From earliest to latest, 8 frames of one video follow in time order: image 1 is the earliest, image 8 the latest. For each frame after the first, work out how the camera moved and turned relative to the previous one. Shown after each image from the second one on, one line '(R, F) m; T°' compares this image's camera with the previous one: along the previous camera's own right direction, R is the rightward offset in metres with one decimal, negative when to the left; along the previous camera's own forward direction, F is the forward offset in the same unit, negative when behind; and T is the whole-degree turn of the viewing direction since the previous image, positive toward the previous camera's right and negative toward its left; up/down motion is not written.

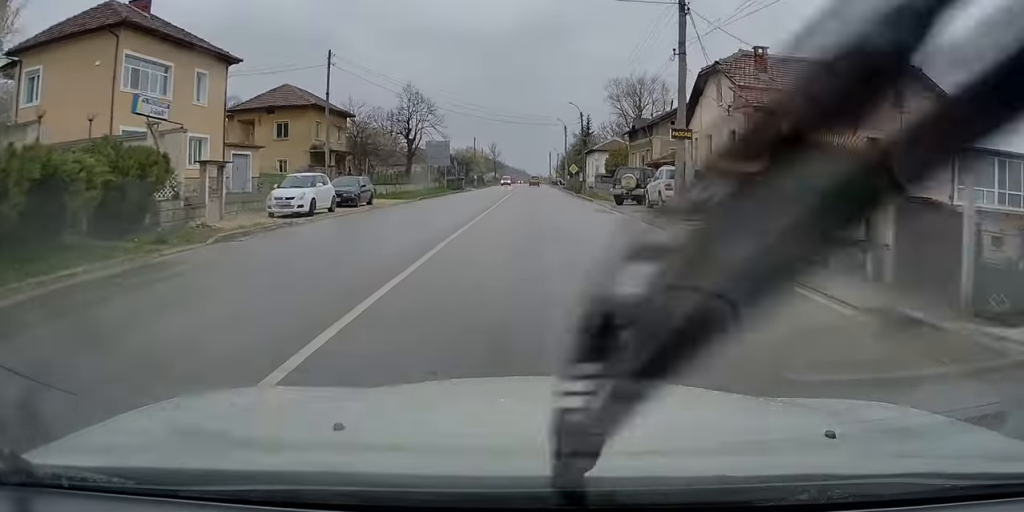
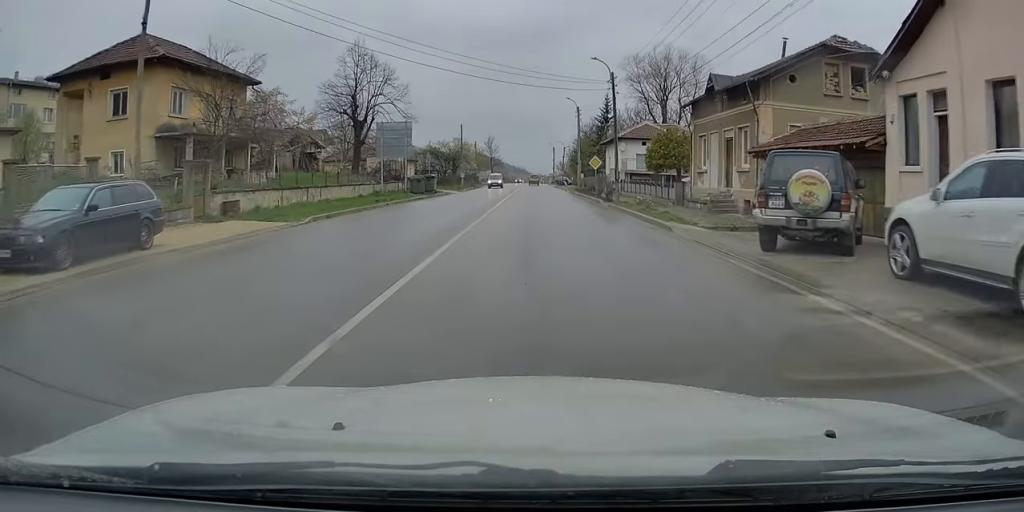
(+0.2, +20.1) m; +1°
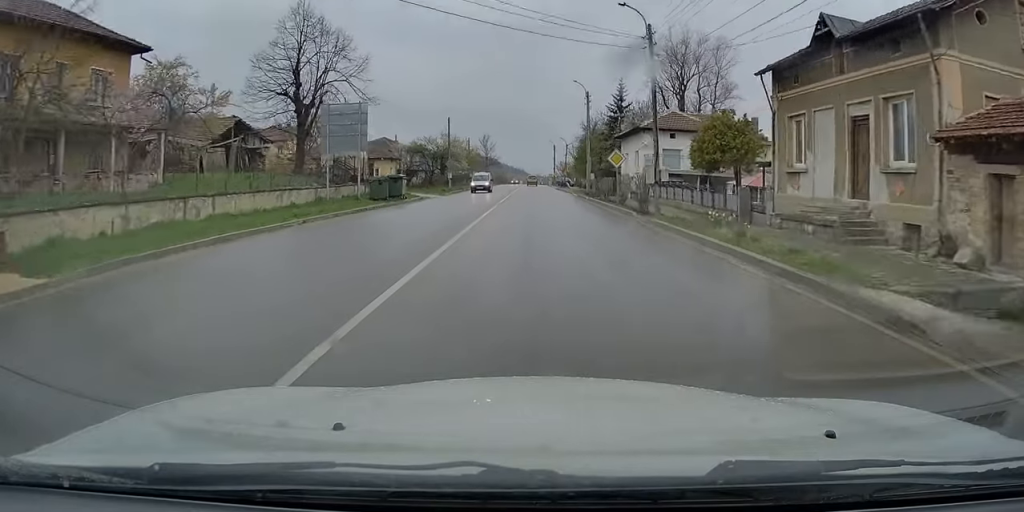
(+0.1, +11.2) m; 0°
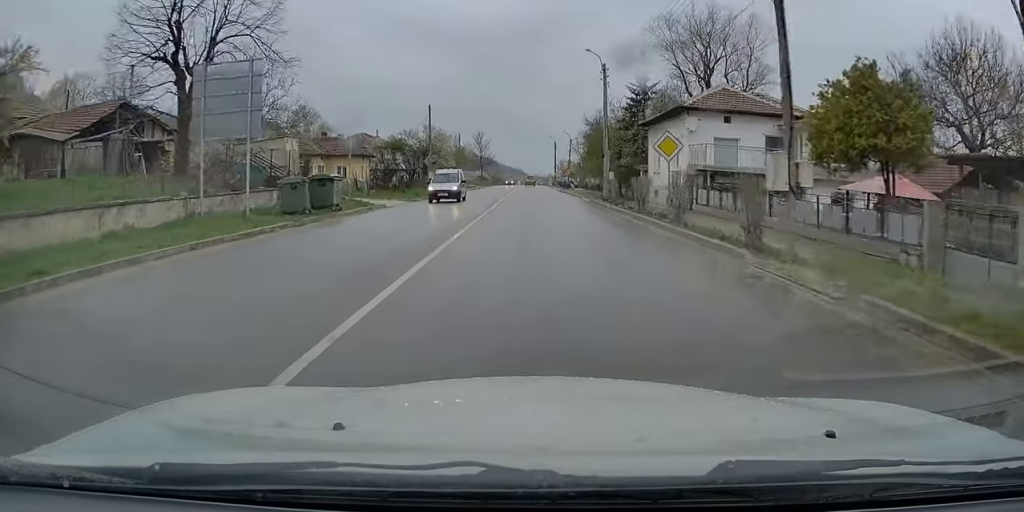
(-0.4, +12.2) m; 0°
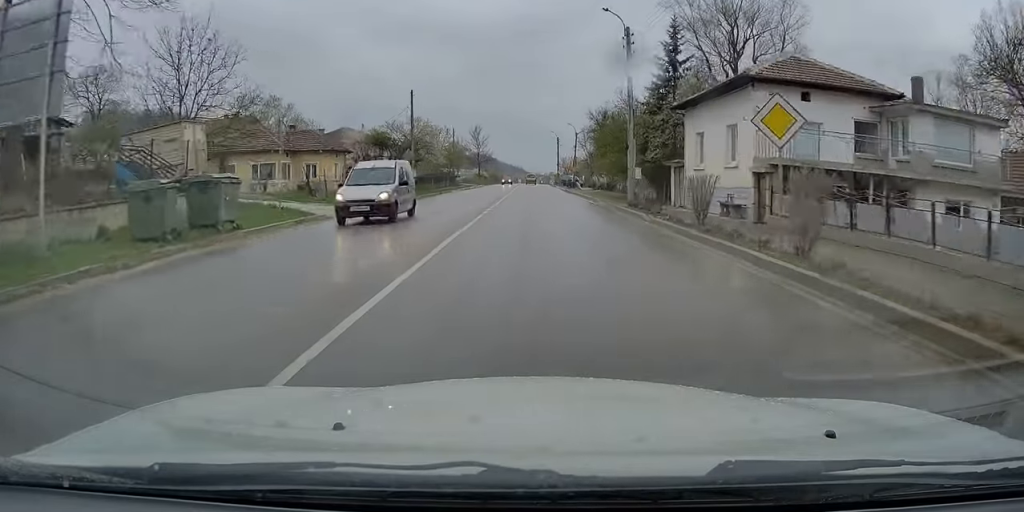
(+0.3, +8.8) m; +1°
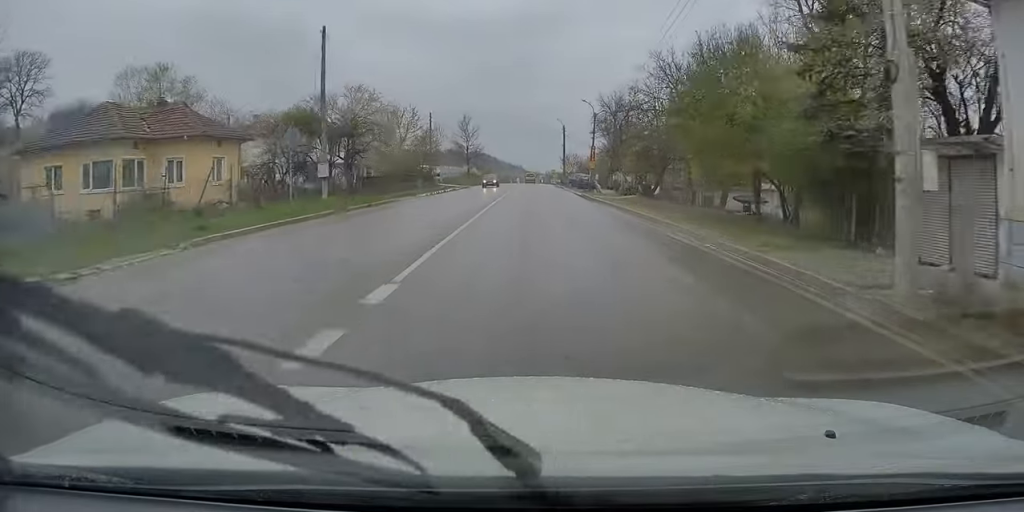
(+0.1, +21.0) m; -1°
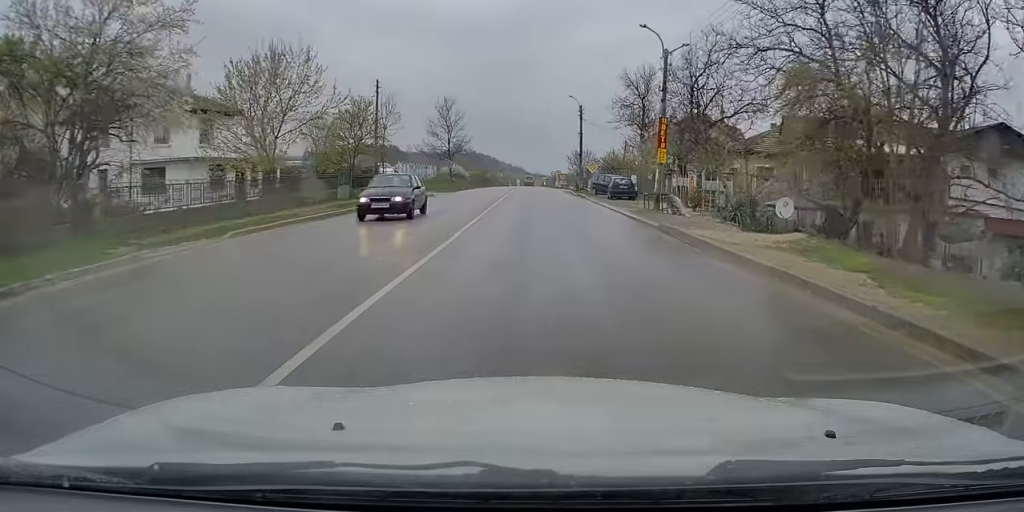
(+0.1, +26.1) m; 0°
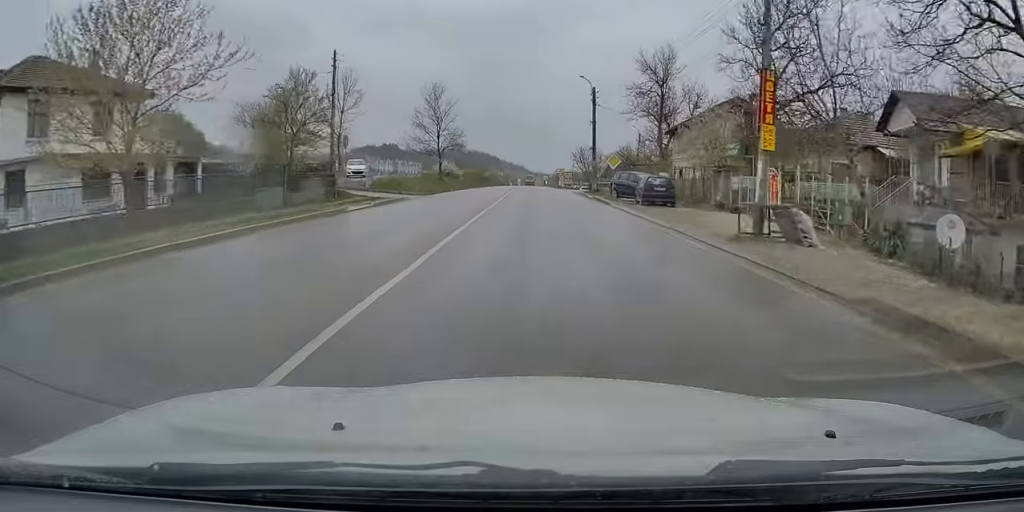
(-0.3, +10.8) m; 0°
